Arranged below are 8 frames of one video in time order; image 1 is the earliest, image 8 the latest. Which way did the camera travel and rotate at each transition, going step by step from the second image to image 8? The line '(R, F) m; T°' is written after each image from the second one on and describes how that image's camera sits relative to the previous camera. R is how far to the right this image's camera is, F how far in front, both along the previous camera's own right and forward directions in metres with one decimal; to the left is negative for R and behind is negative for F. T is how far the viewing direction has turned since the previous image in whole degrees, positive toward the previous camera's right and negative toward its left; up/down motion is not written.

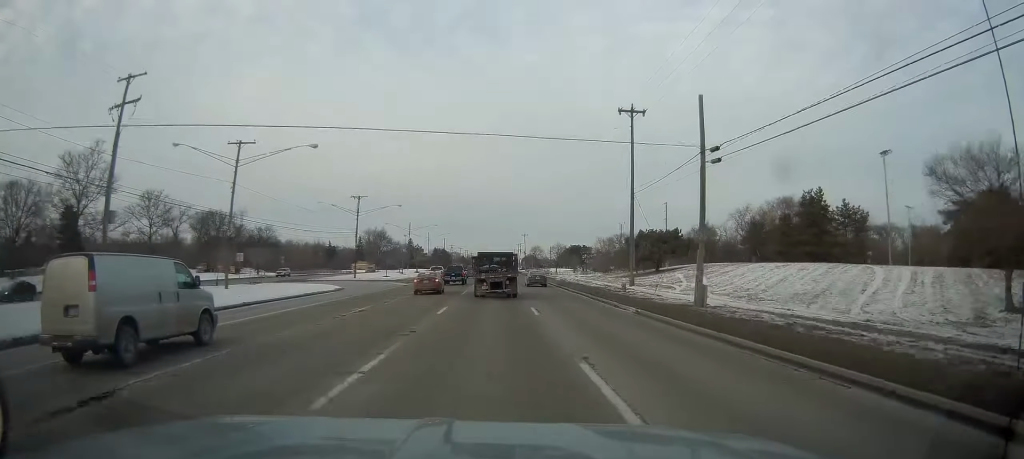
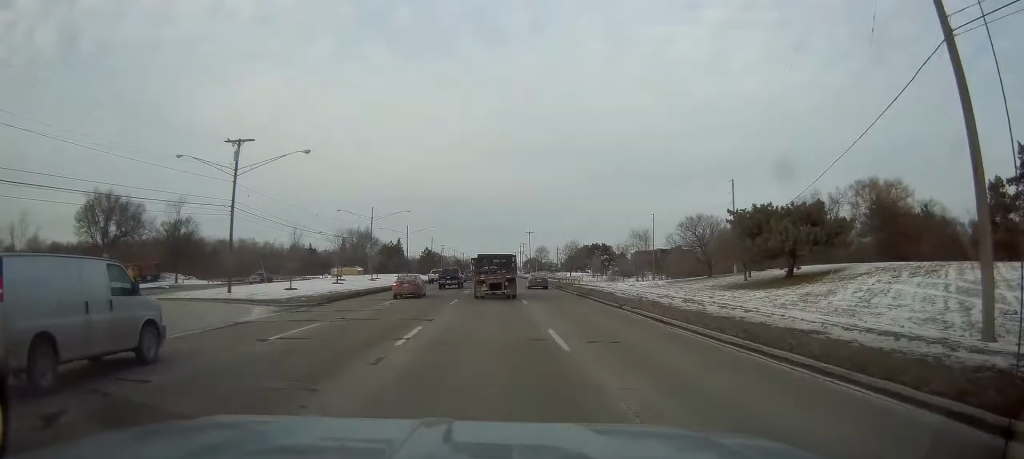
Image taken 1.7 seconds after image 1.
(+0.1, +38.8) m; 0°
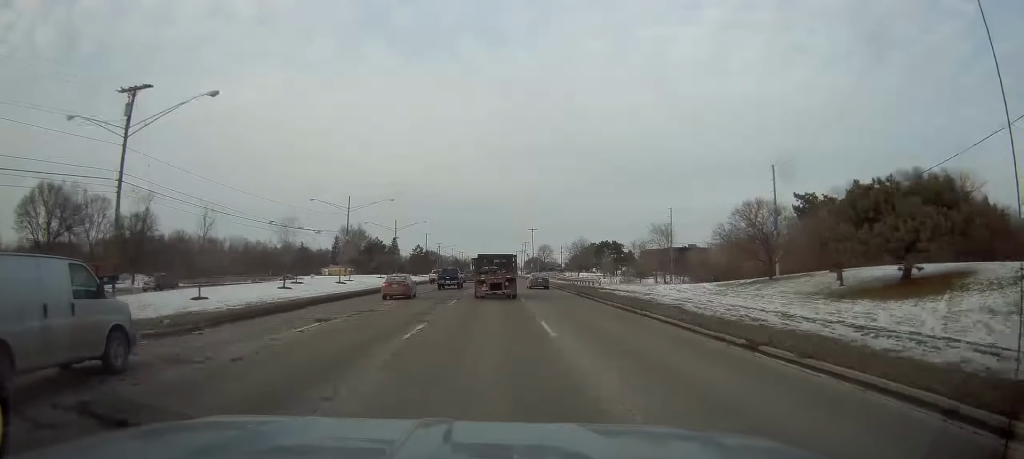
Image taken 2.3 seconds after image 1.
(-0.3, +14.8) m; -1°
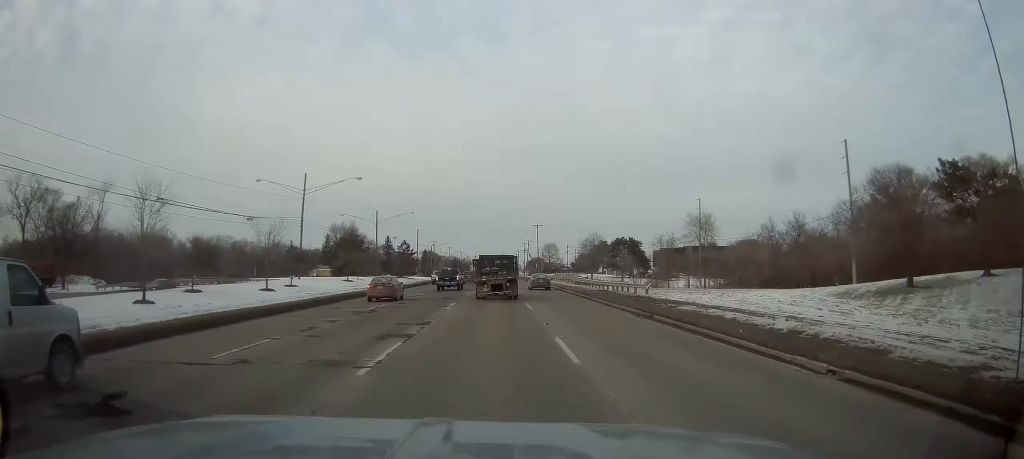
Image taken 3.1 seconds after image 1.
(-0.3, +18.7) m; 0°
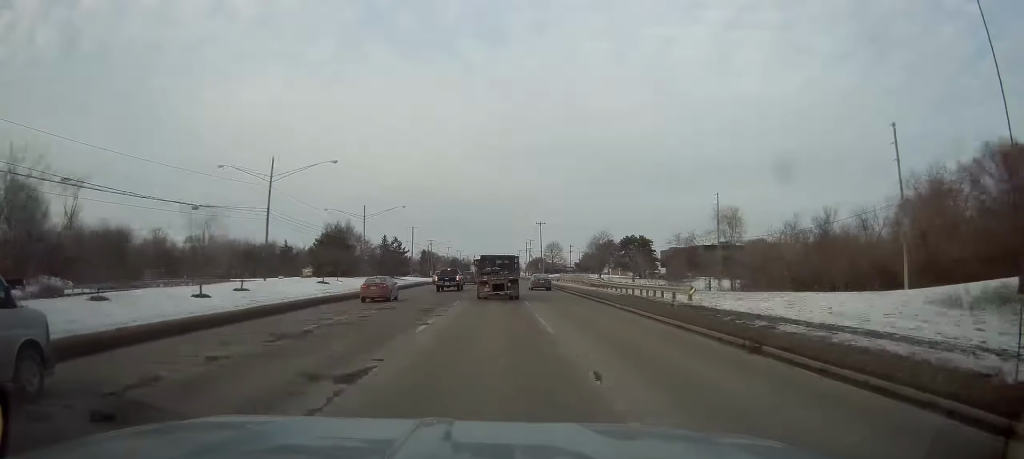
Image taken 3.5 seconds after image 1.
(-0.1, +9.4) m; +1°
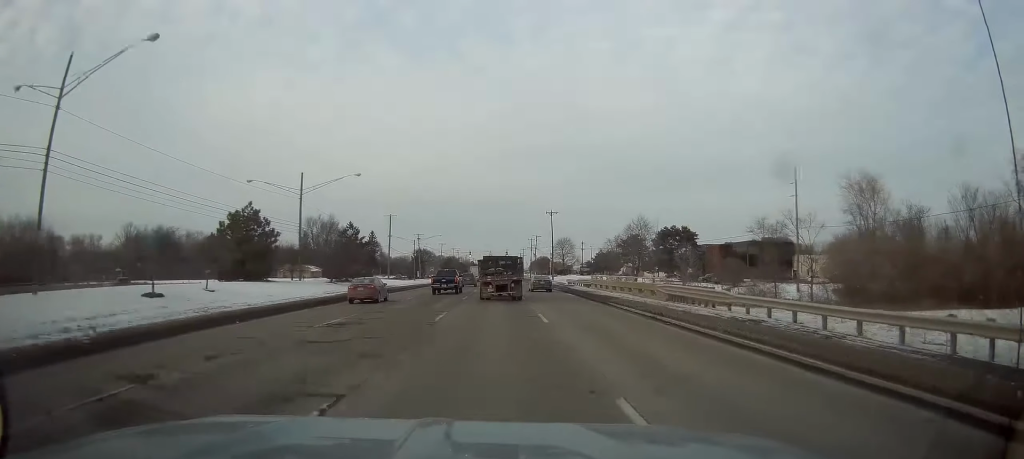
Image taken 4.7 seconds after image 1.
(+0.7, +28.9) m; +1°
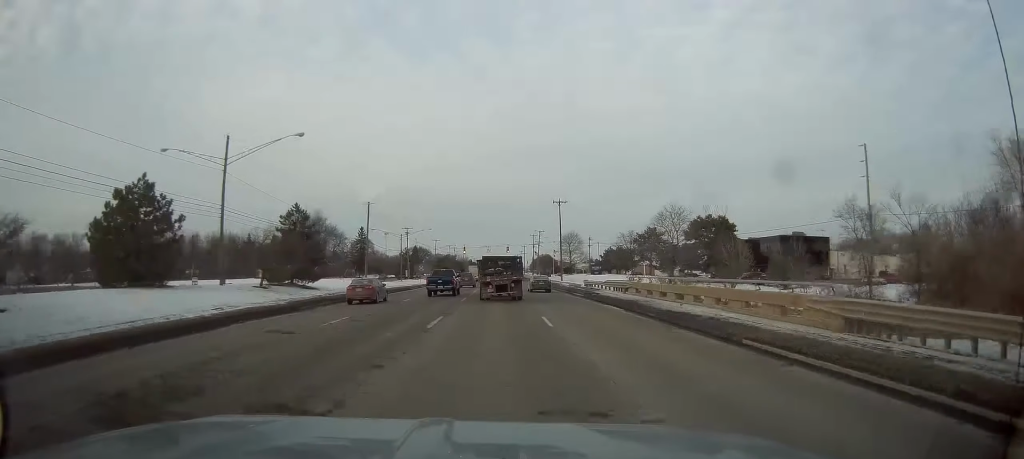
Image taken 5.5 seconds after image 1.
(-0.4, +17.1) m; 0°
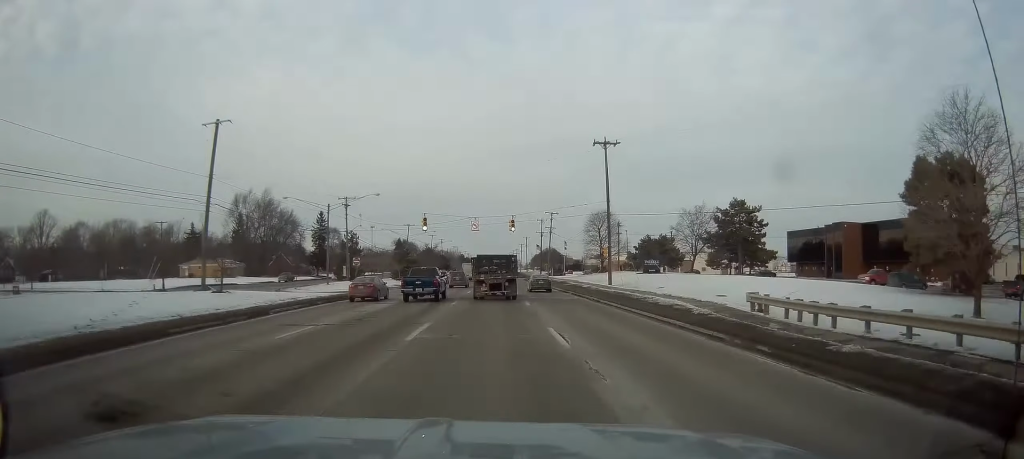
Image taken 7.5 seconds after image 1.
(-0.1, +48.2) m; 0°
